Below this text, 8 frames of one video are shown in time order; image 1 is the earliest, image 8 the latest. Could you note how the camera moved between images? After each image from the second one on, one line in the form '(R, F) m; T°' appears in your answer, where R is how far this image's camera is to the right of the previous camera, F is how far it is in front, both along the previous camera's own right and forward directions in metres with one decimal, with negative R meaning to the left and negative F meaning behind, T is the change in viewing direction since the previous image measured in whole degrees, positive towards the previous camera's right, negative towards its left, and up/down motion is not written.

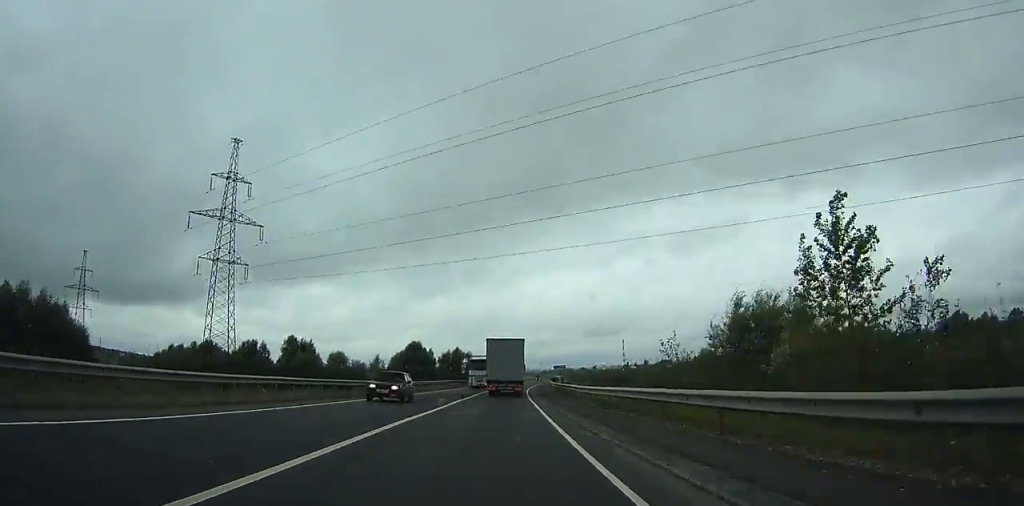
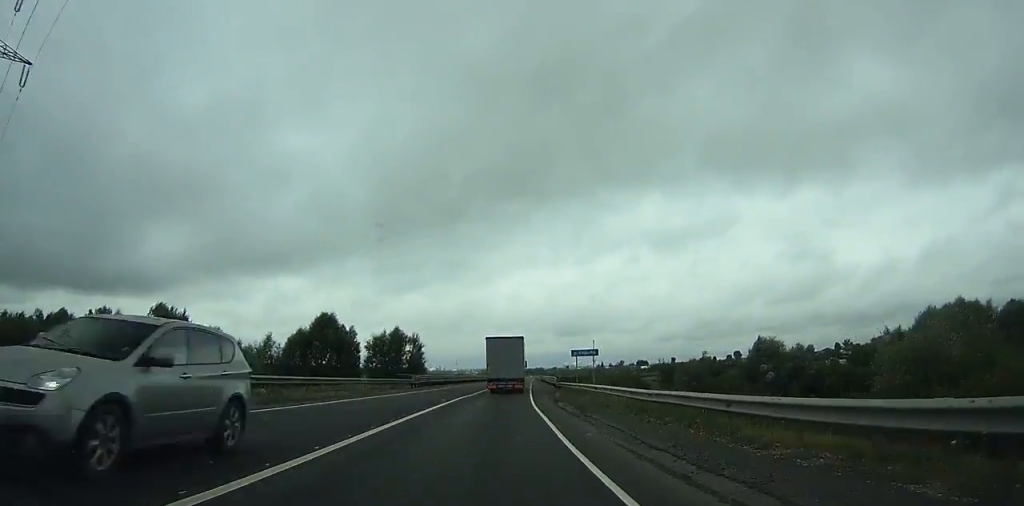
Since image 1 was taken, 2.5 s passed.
(+3.6, +50.4) m; +6°
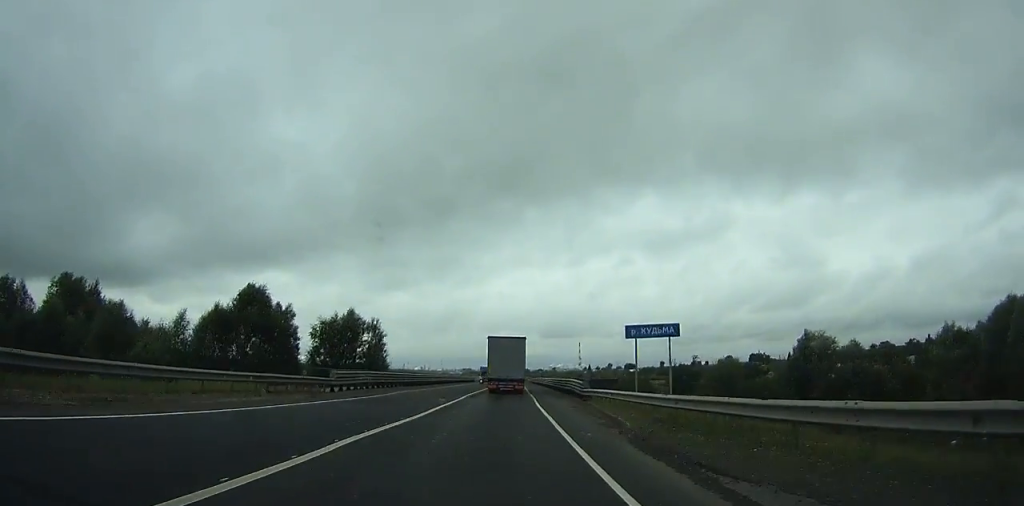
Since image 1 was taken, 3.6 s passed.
(+0.4, +21.2) m; +1°
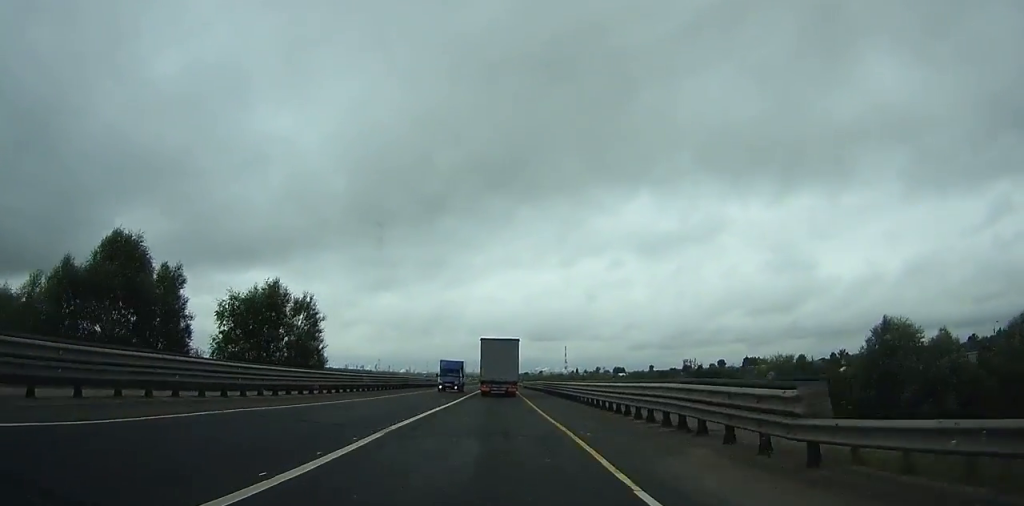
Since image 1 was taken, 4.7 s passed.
(+0.2, +21.1) m; +1°
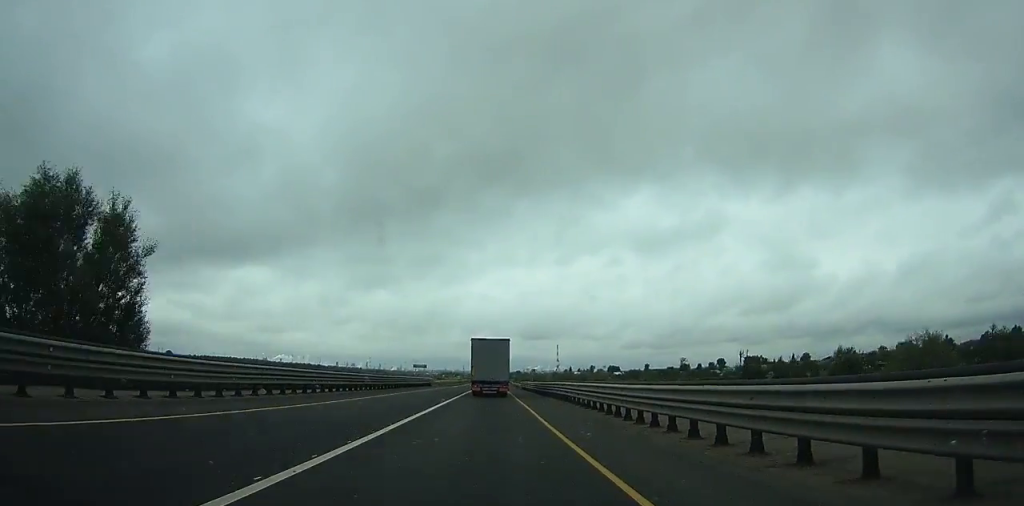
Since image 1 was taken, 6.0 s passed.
(+0.3, +26.5) m; +1°
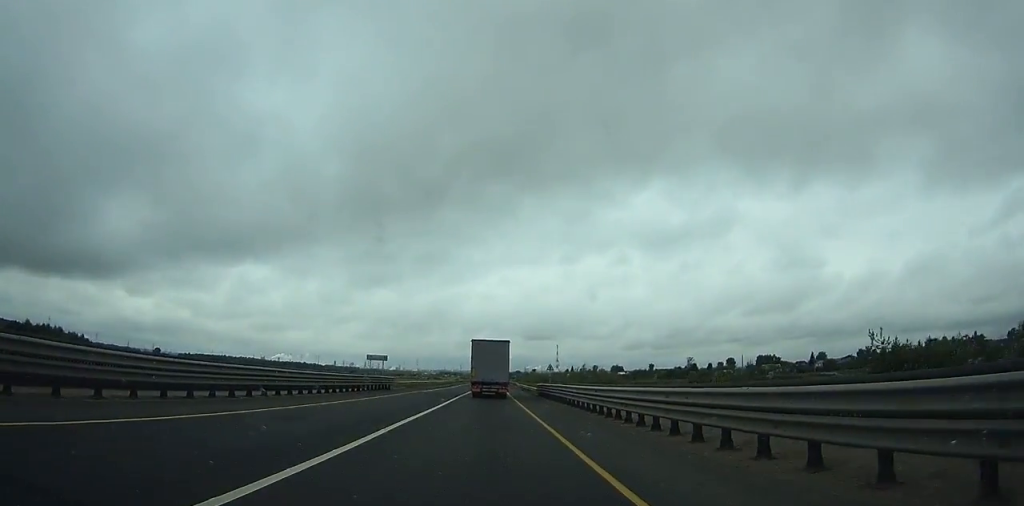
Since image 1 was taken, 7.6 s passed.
(+0.5, +31.8) m; +1°
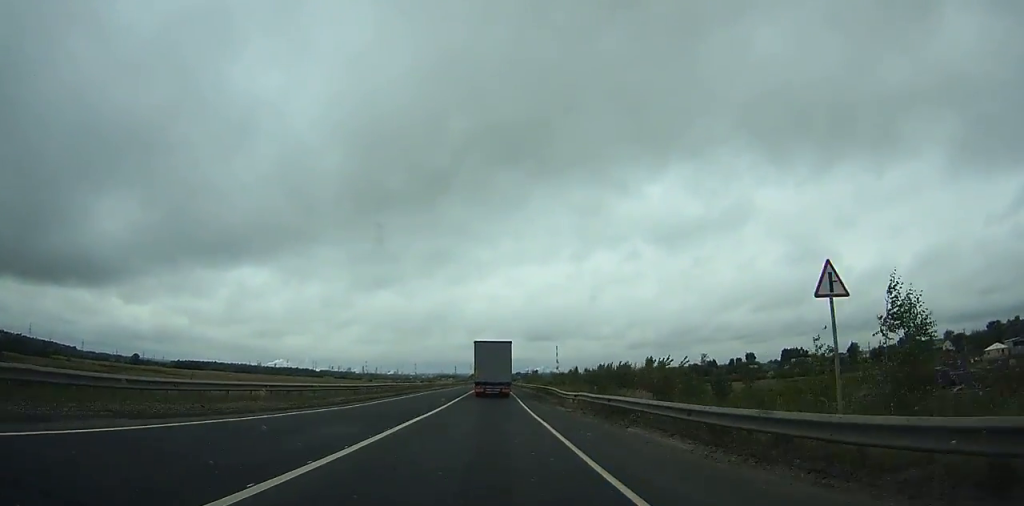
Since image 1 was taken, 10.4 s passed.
(+0.5, +55.9) m; +1°
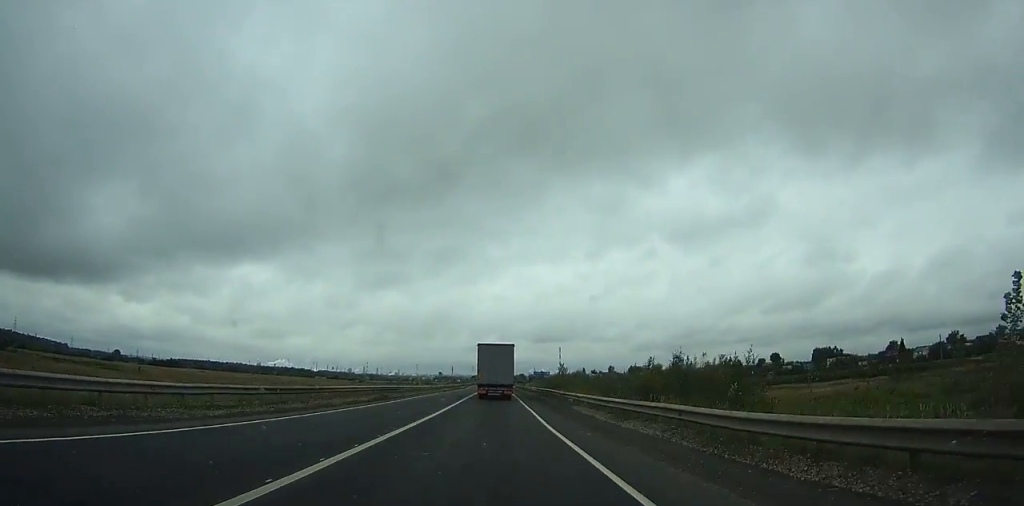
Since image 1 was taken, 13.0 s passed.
(+0.2, +52.7) m; 0°
